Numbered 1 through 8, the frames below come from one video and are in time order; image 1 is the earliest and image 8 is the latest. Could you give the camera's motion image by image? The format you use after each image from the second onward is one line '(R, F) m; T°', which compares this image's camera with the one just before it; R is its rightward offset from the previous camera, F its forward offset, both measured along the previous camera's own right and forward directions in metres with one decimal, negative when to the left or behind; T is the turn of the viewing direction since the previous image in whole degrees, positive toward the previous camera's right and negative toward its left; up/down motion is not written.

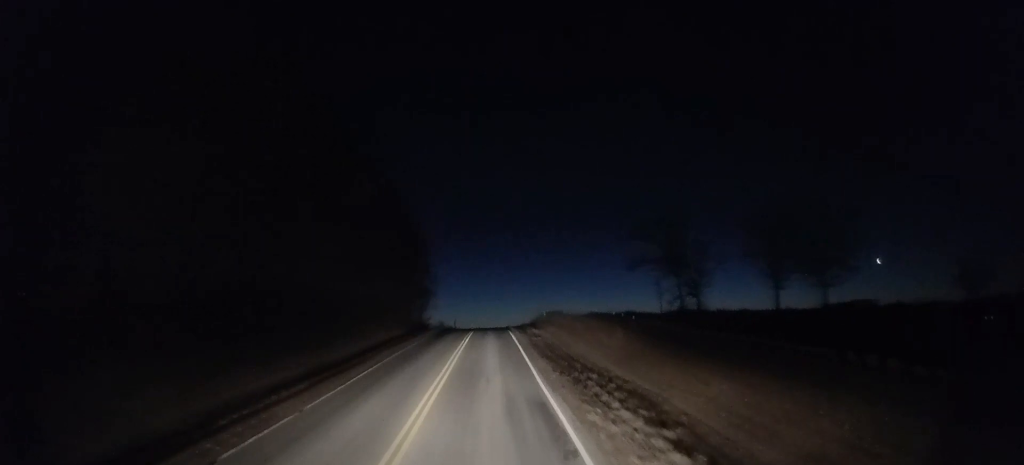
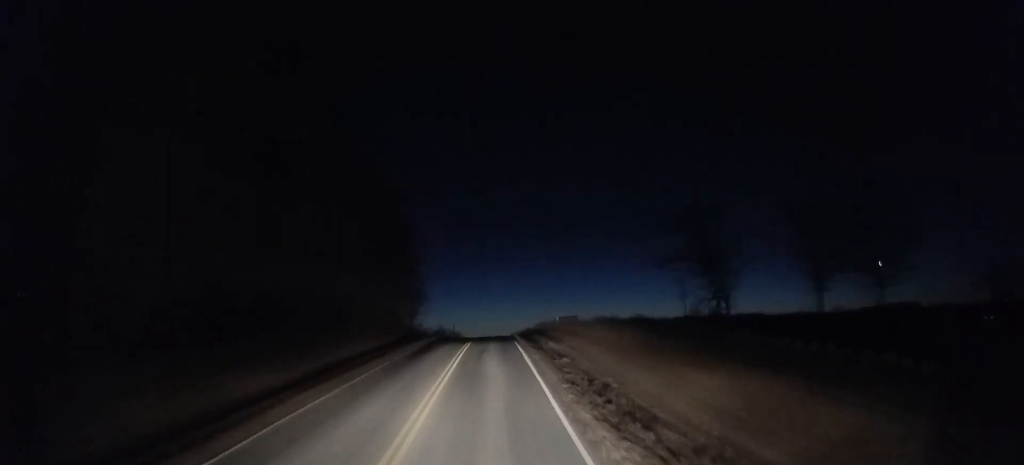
(-0.2, +12.8) m; -1°
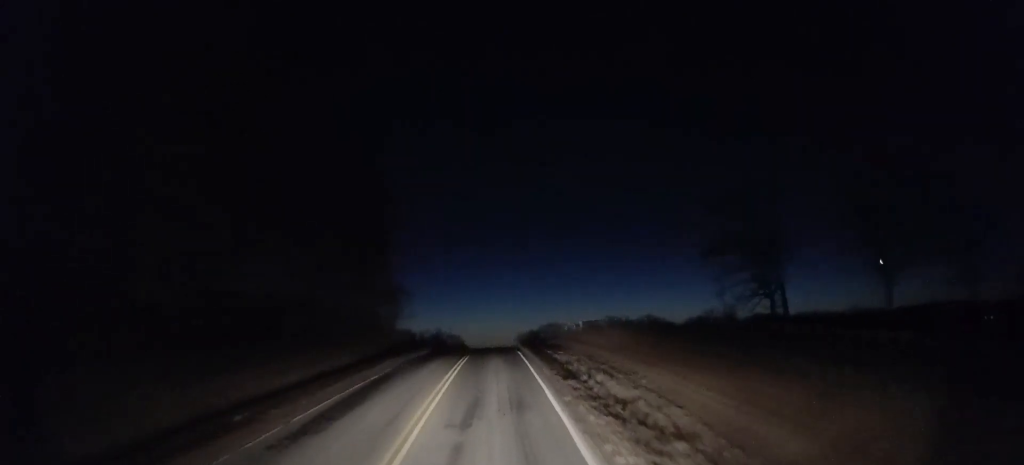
(-0.2, +16.2) m; -1°
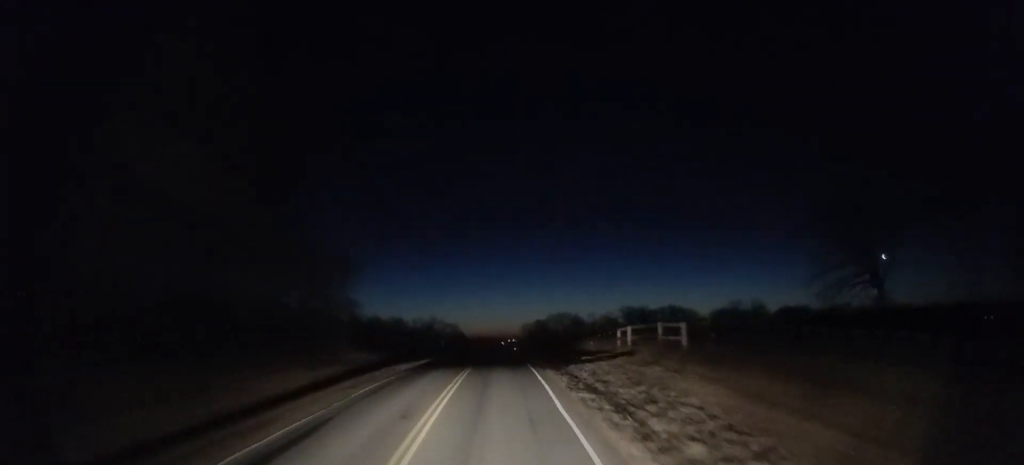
(0.0, +25.4) m; 0°
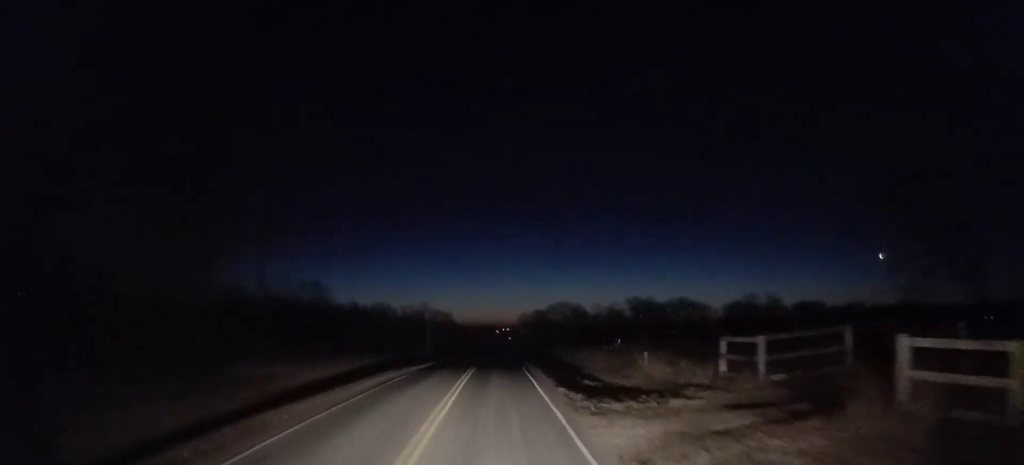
(0.0, +16.4) m; 0°
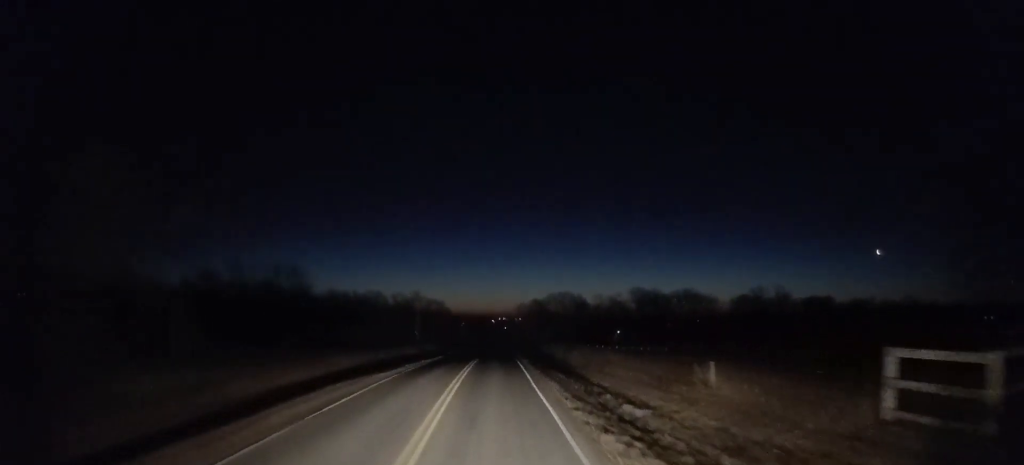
(0.0, +8.8) m; 0°
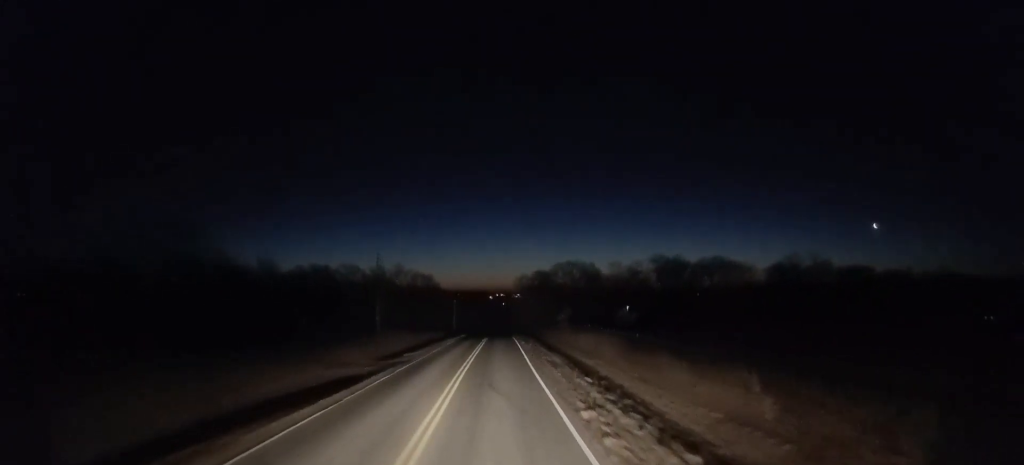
(+0.1, +27.2) m; +2°
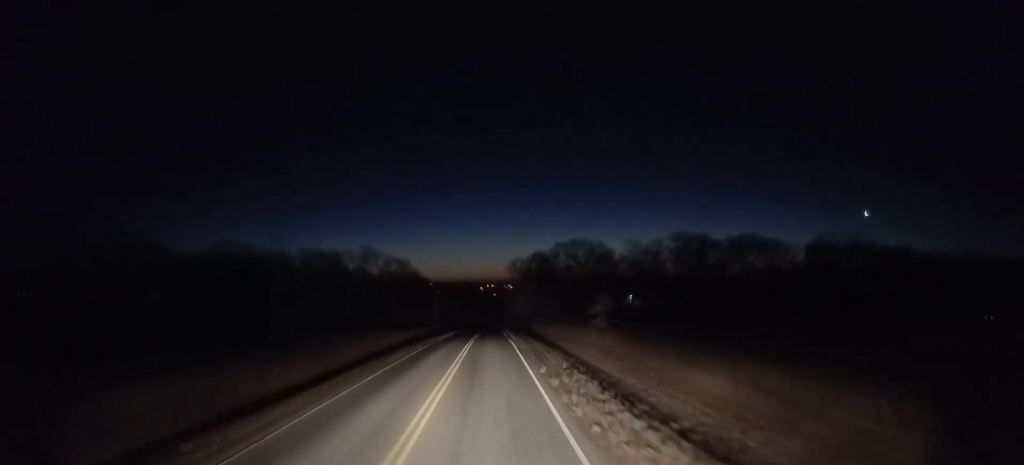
(+0.6, +26.1) m; +1°
